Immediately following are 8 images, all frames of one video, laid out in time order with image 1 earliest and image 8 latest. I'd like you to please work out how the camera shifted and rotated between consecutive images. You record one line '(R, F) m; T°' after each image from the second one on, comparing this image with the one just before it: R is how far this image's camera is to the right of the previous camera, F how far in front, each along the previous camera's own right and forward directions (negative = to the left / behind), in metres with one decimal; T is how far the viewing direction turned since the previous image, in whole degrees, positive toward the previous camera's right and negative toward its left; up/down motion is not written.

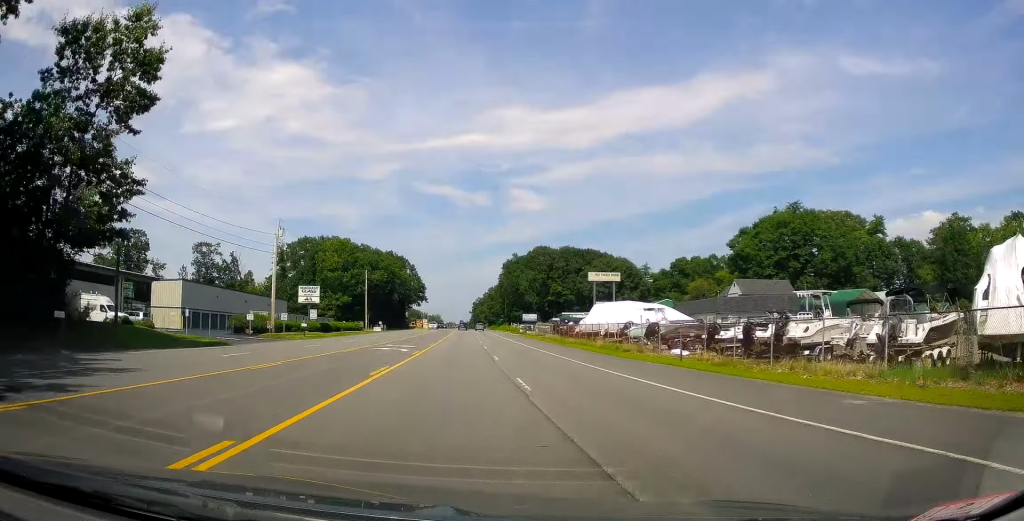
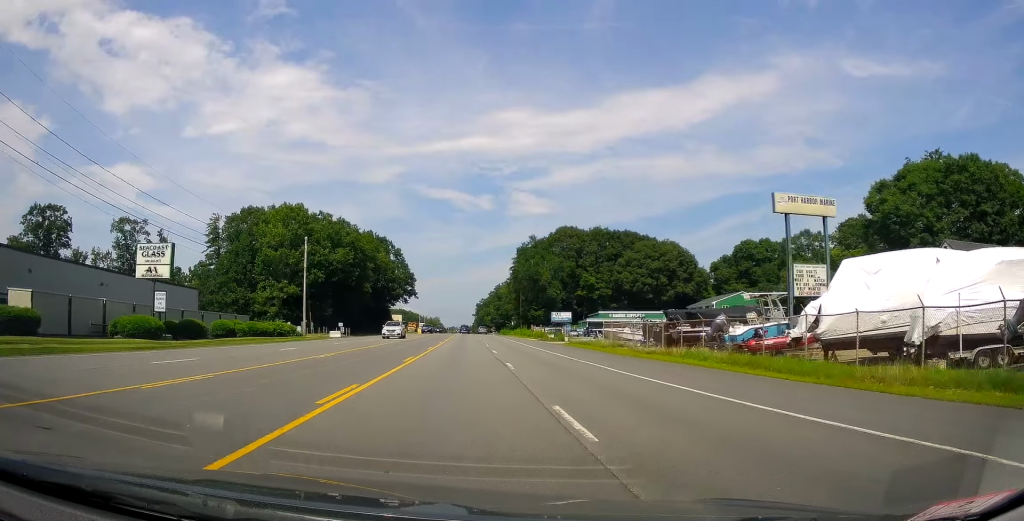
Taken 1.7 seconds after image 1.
(-0.2, +42.4) m; -2°
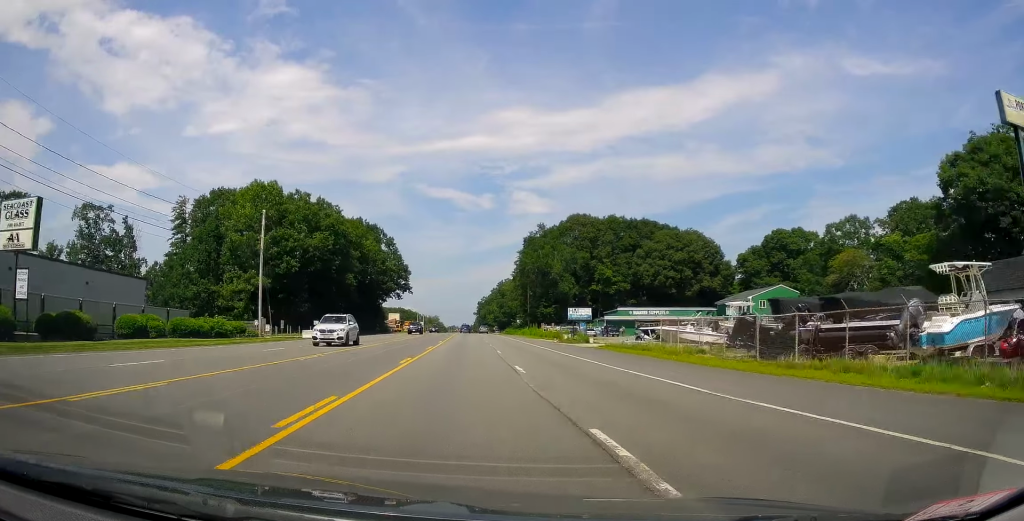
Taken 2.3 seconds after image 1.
(-0.5, +14.5) m; 0°
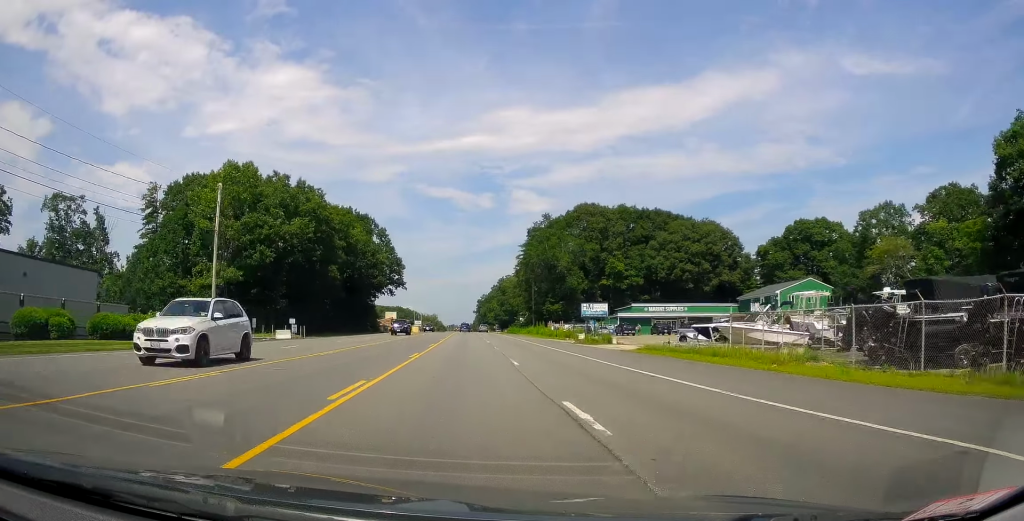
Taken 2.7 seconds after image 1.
(-0.1, +9.6) m; 0°
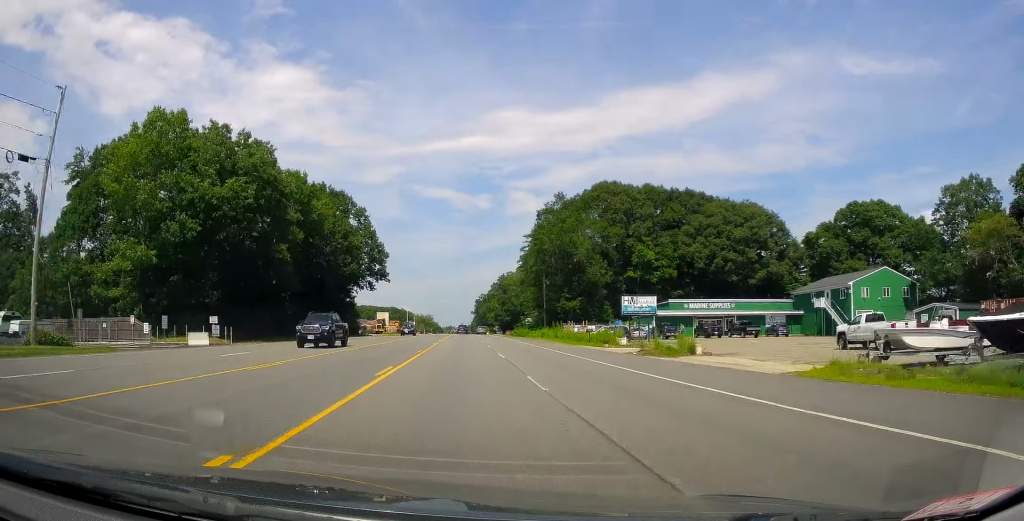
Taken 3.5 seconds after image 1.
(+0.5, +19.1) m; +1°
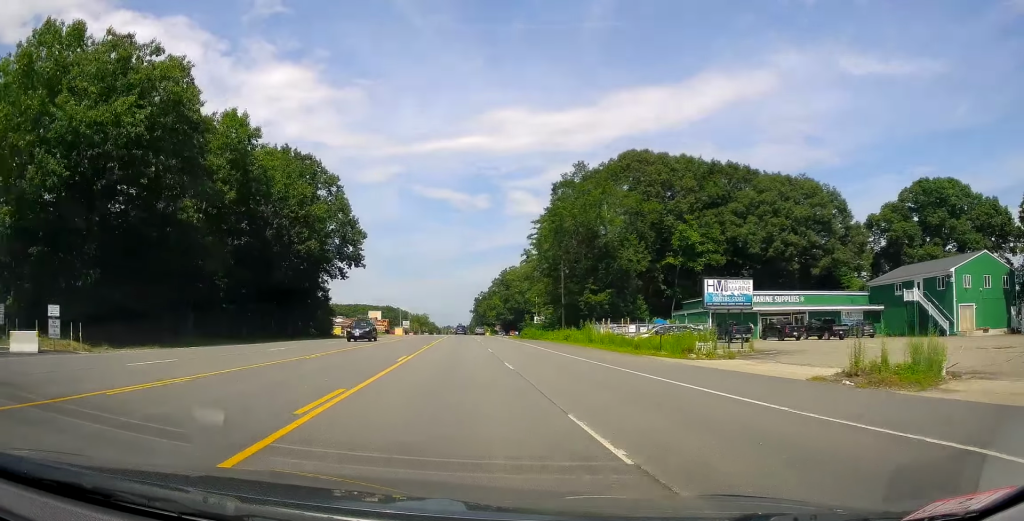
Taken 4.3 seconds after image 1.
(0.0, +18.3) m; +1°
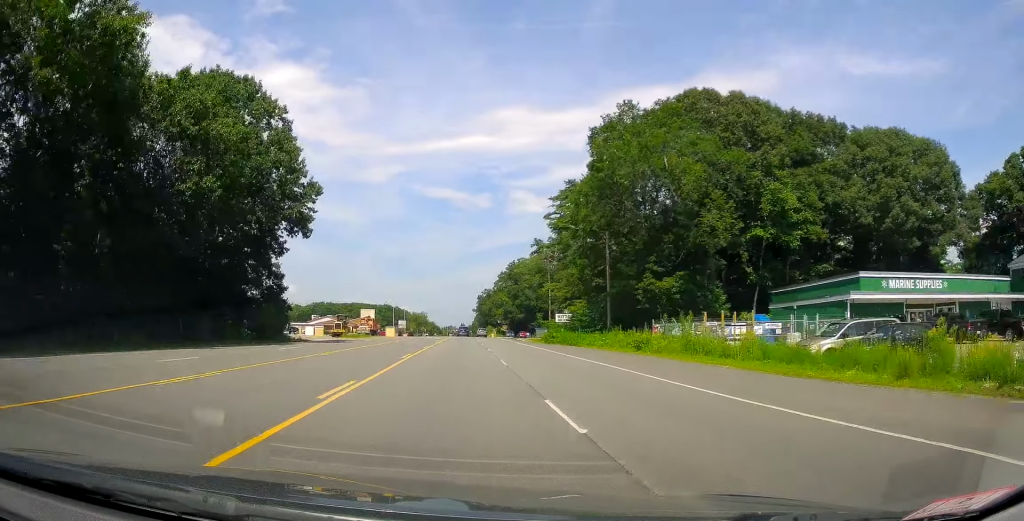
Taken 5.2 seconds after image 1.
(+0.2, +22.2) m; 0°
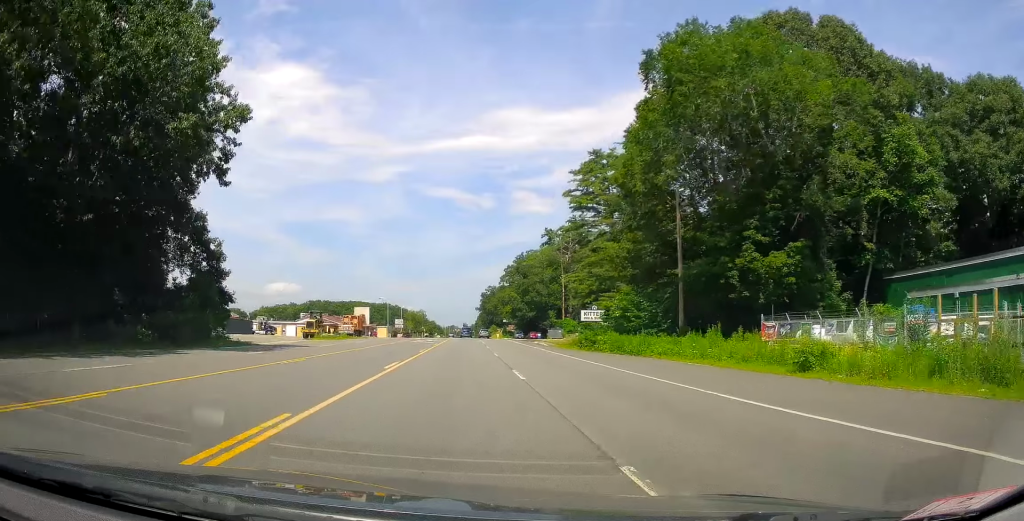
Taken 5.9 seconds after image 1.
(-0.1, +16.8) m; -1°
